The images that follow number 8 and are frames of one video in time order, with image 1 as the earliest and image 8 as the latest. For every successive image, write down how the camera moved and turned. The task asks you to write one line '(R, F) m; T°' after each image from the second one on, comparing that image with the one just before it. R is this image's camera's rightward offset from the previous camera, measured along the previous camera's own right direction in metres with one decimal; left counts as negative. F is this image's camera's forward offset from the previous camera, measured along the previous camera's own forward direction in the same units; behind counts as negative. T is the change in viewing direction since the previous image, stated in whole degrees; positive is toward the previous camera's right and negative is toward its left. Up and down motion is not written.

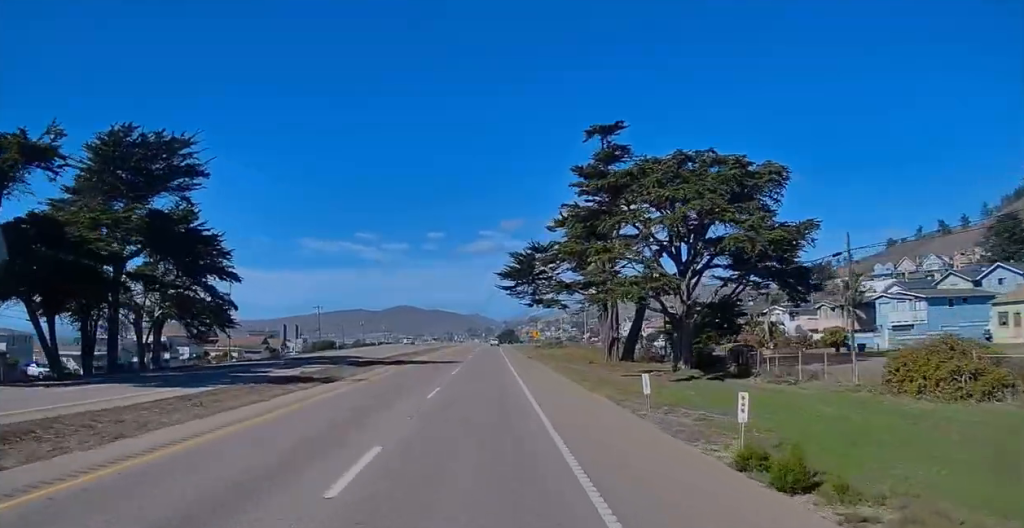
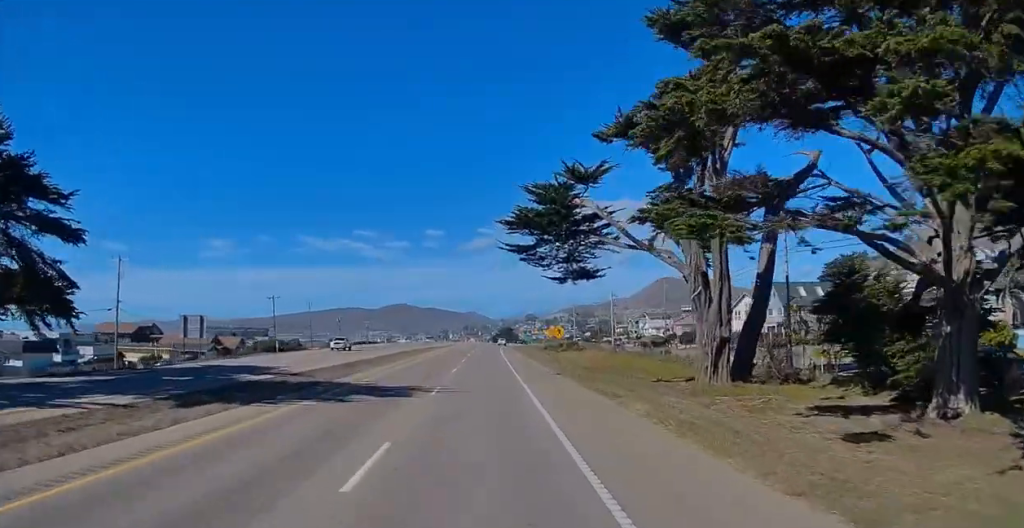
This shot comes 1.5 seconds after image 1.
(-0.5, +29.0) m; -1°
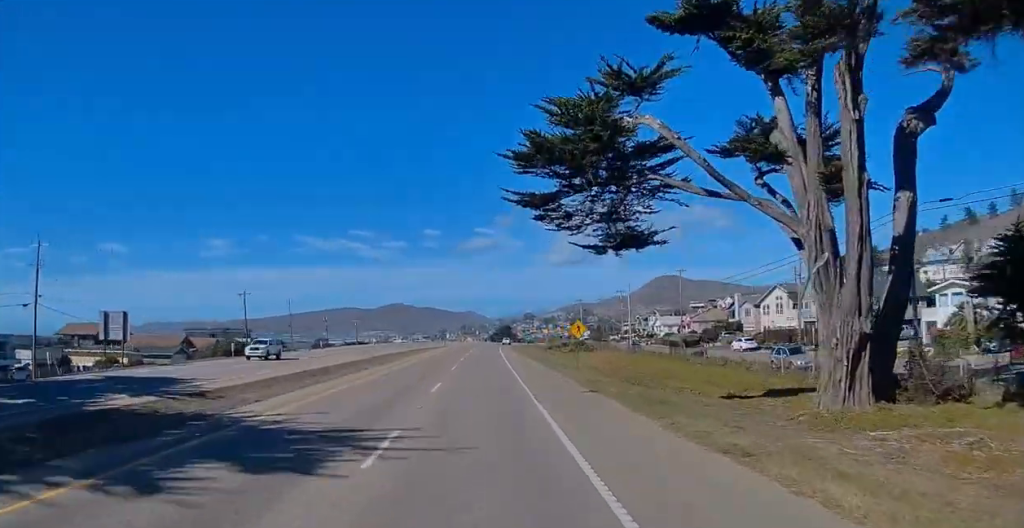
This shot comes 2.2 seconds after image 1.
(-0.1, +13.7) m; +1°
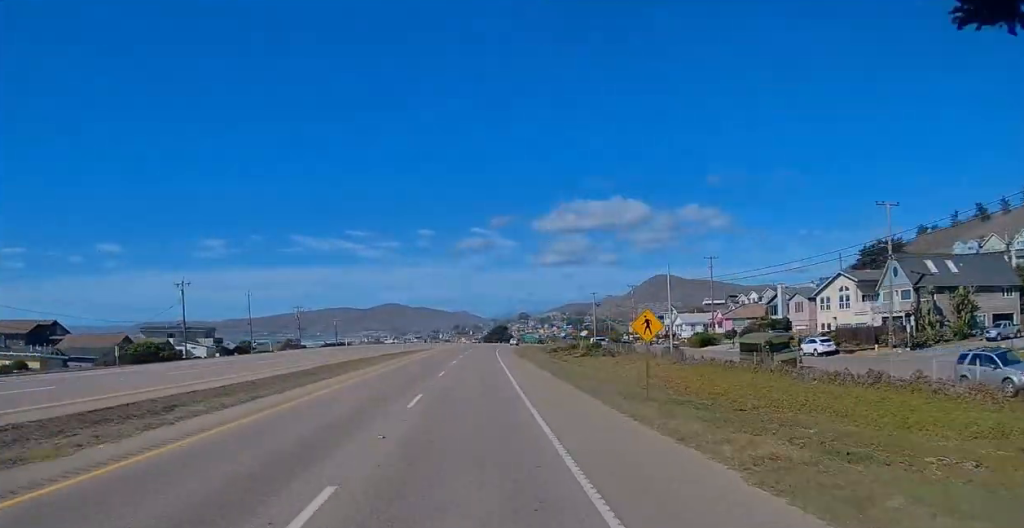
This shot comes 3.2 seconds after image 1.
(+0.3, +20.4) m; 0°
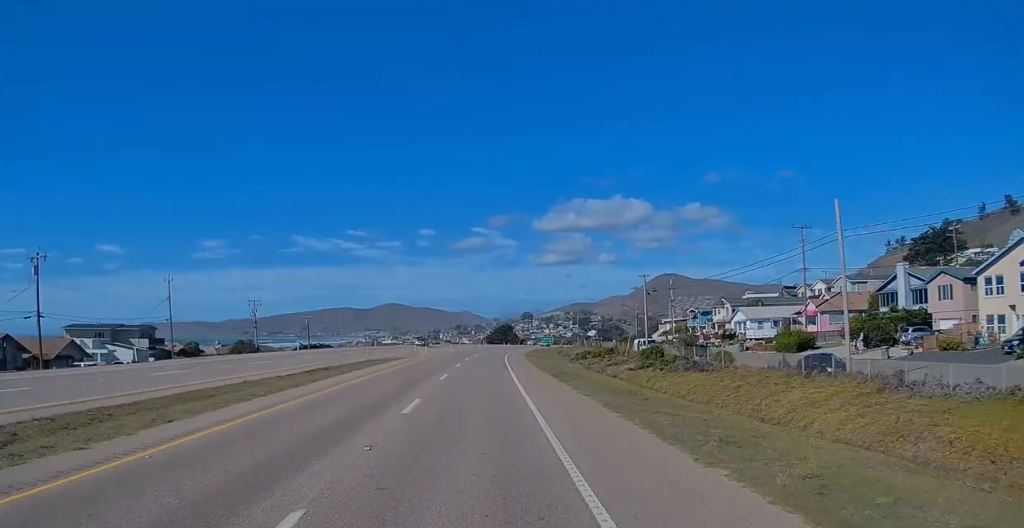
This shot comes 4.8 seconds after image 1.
(-0.2, +29.1) m; -1°
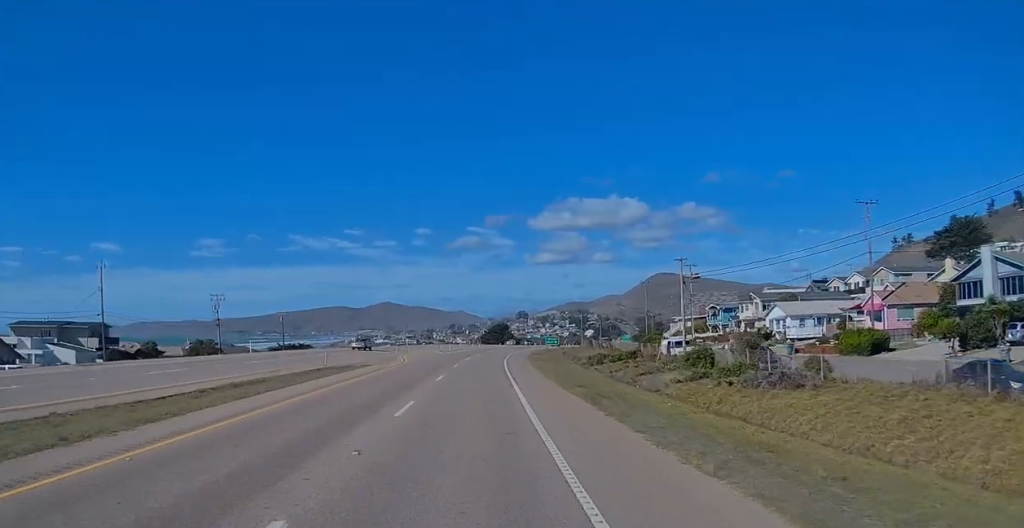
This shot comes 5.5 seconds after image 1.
(0.0, +15.1) m; 0°
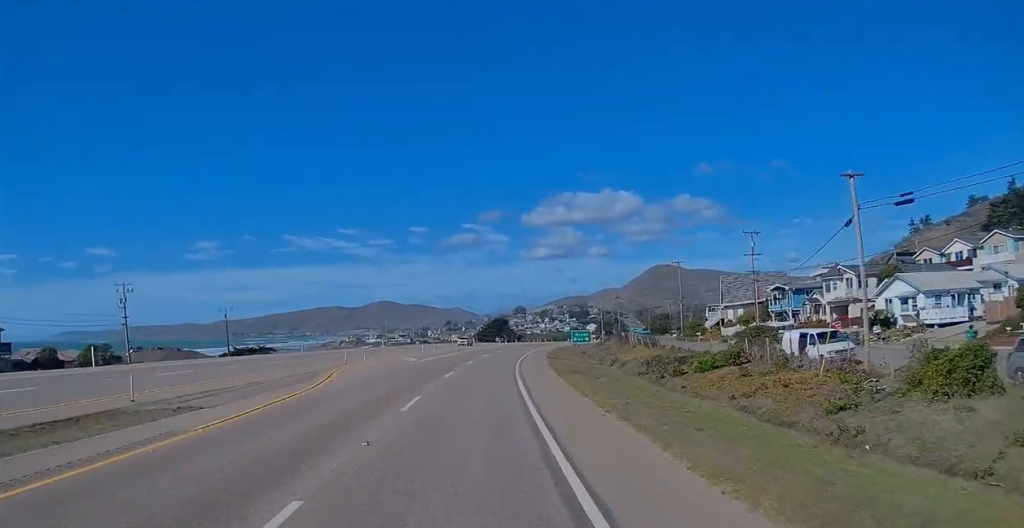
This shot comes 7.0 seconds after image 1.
(+0.2, +28.0) m; +1°
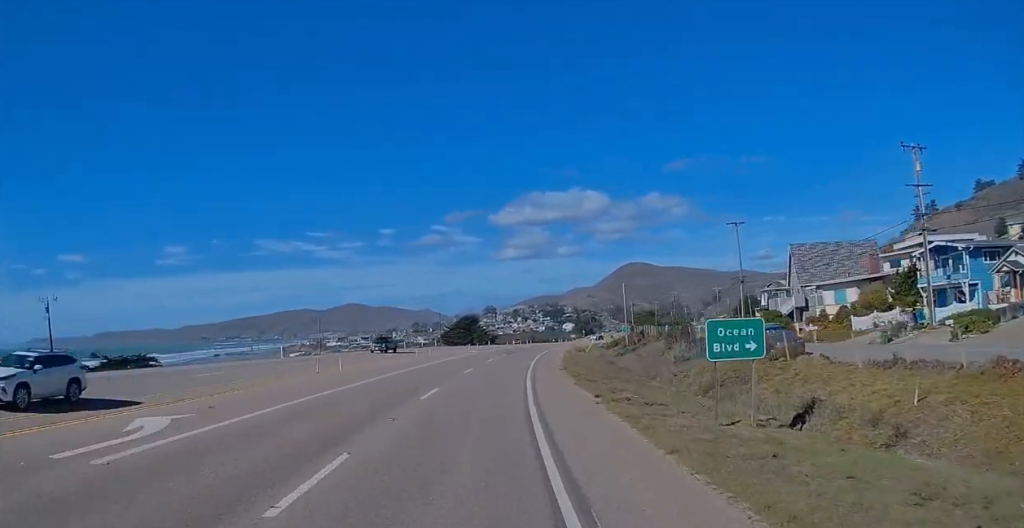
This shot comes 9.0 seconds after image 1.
(+0.8, +39.9) m; +3°
